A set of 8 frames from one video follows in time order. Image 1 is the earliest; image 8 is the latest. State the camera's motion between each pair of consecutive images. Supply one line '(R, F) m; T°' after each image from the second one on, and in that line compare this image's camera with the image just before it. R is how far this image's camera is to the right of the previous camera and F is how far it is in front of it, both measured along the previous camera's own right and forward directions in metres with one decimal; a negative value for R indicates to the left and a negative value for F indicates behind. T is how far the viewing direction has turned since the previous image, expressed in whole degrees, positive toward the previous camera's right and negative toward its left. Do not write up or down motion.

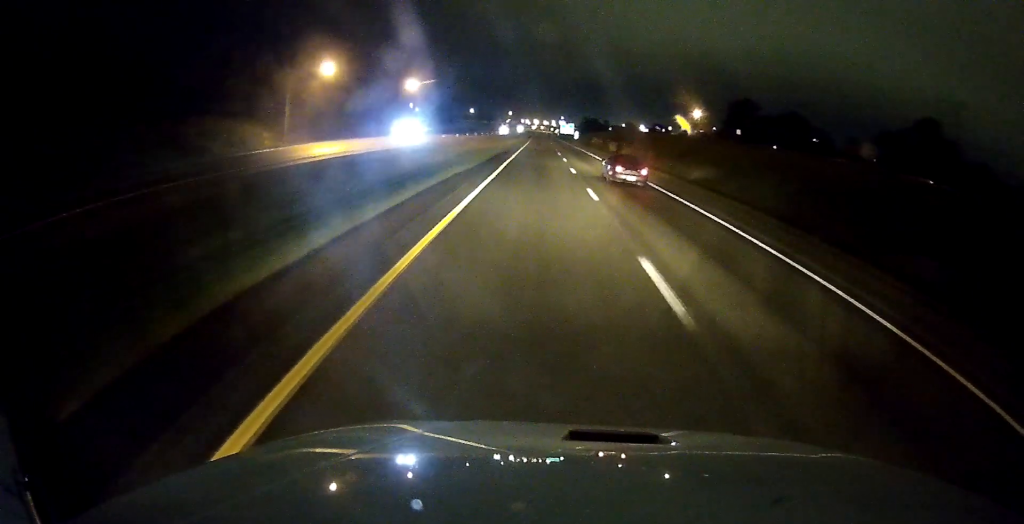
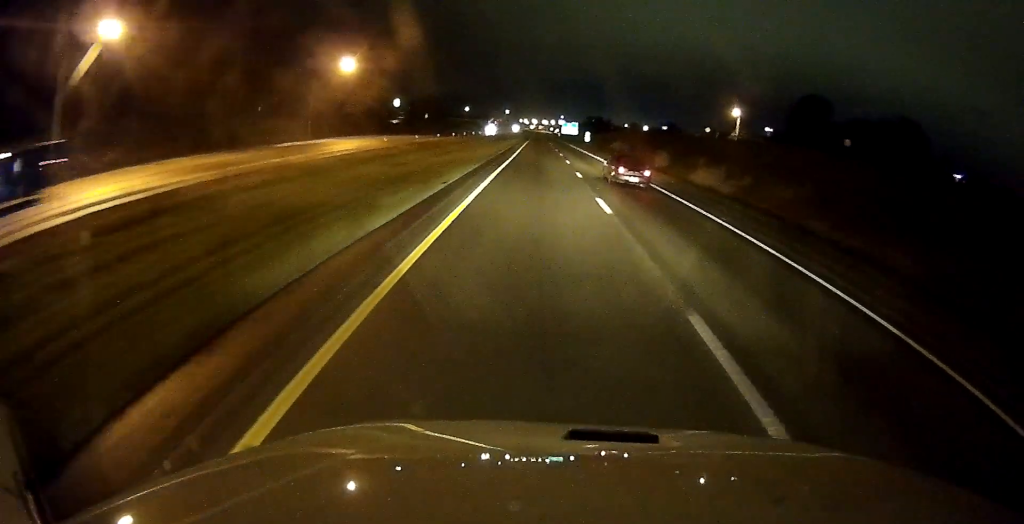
(0.0, +39.8) m; 0°
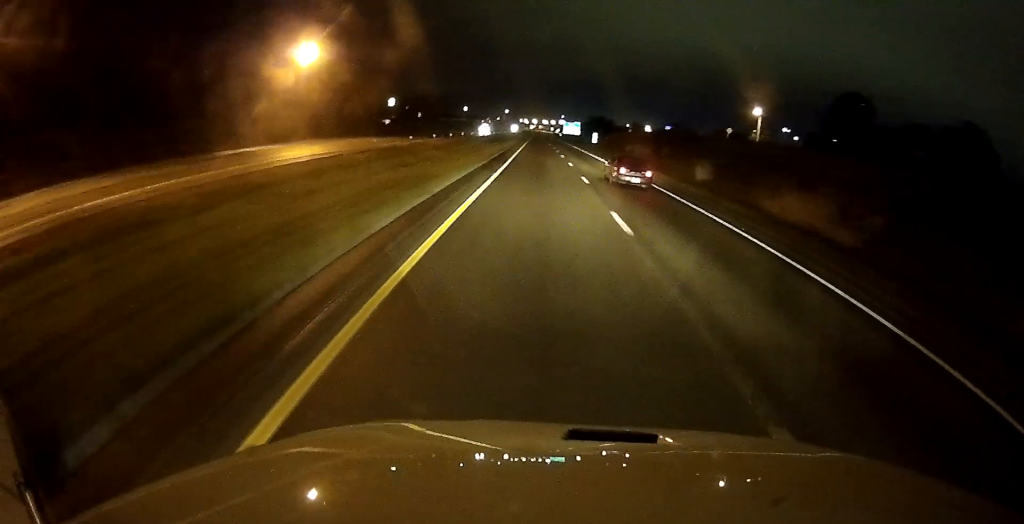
(0.0, +15.3) m; 0°
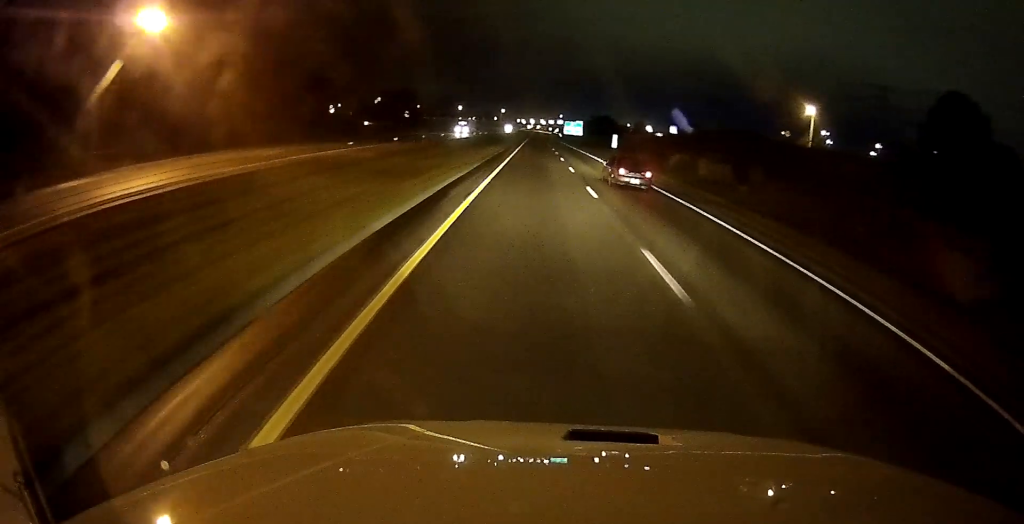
(0.0, +29.4) m; 0°
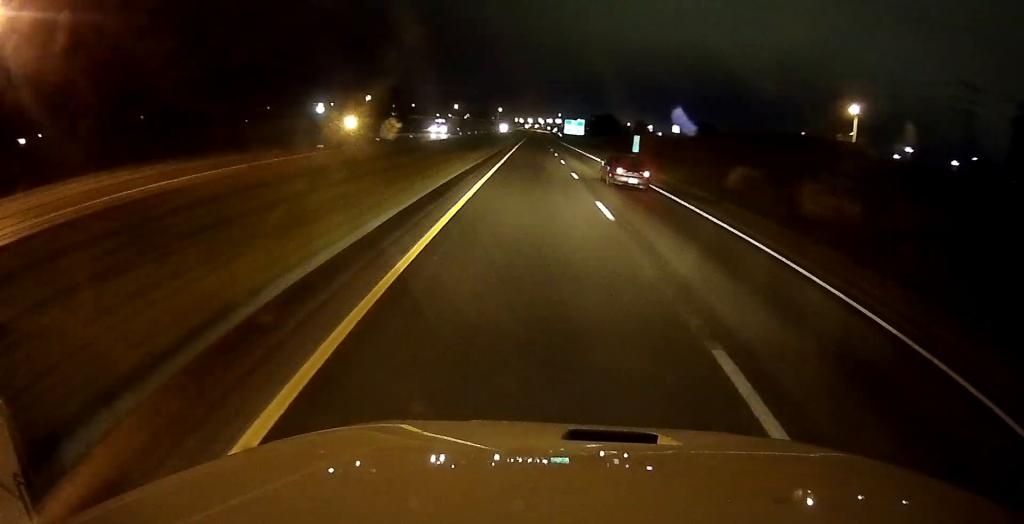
(0.0, +17.2) m; 0°
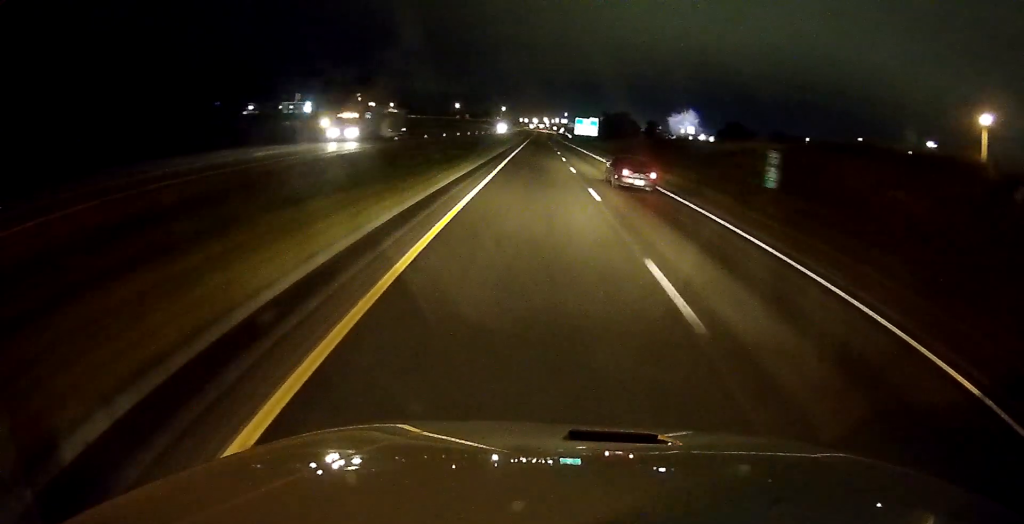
(0.0, +32.5) m; 0°
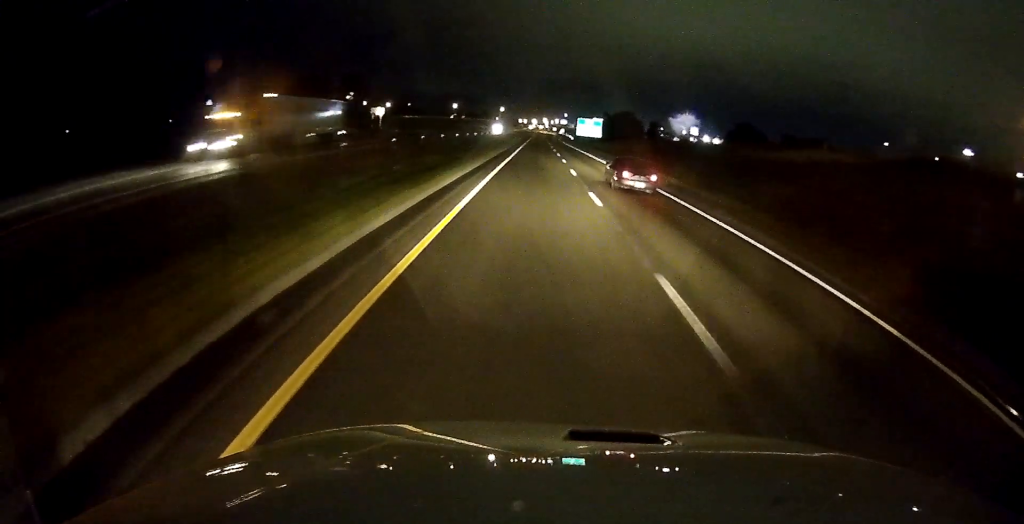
(0.0, +13.2) m; 0°
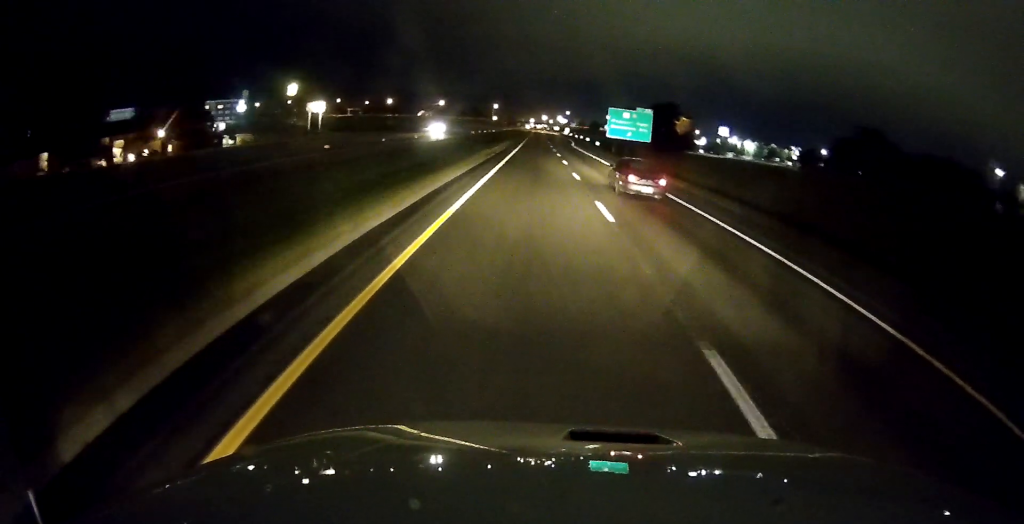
(0.0, +76.4) m; 0°
